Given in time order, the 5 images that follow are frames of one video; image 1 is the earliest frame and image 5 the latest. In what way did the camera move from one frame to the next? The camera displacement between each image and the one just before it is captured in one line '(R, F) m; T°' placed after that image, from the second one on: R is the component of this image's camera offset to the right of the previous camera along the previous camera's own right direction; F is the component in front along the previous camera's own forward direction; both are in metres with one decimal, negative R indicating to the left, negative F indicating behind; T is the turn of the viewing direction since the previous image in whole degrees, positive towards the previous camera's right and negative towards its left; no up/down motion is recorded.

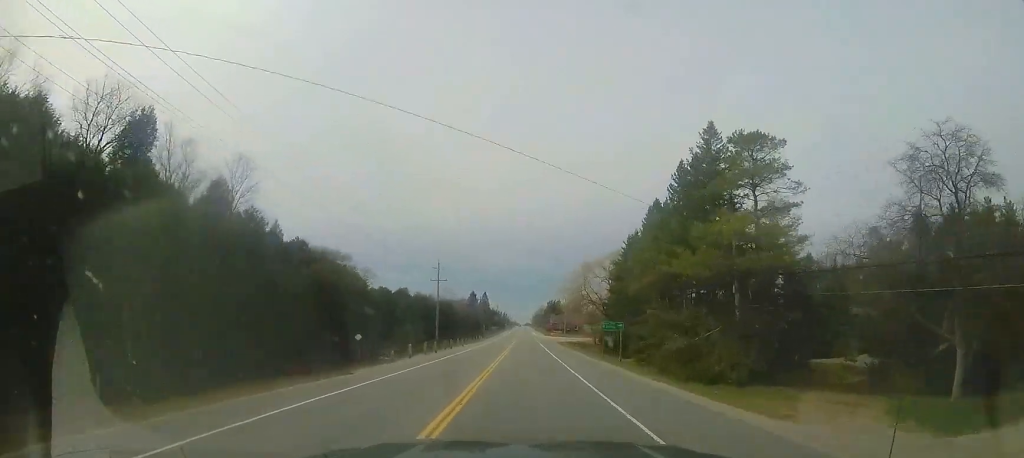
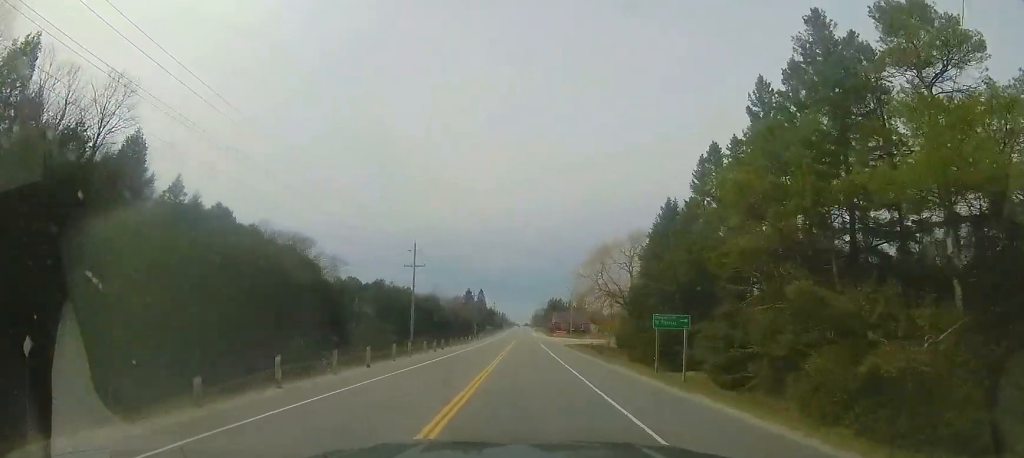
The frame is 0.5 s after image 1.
(0.0, +14.1) m; 0°
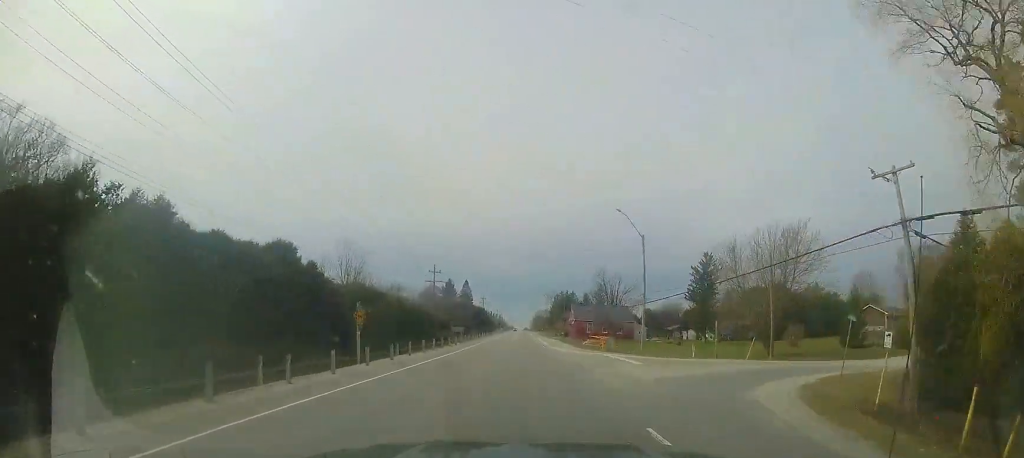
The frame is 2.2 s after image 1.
(0.0, +49.0) m; +1°
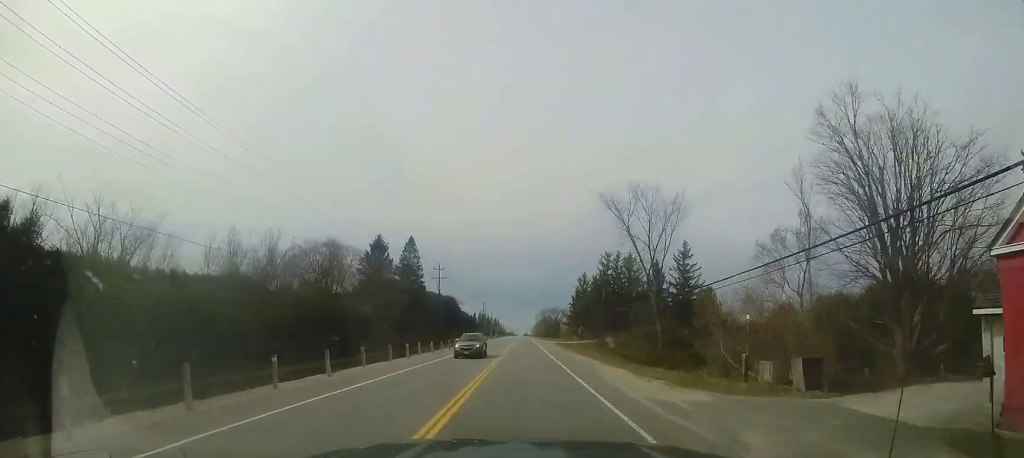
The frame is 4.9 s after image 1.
(-0.1, +74.7) m; 0°
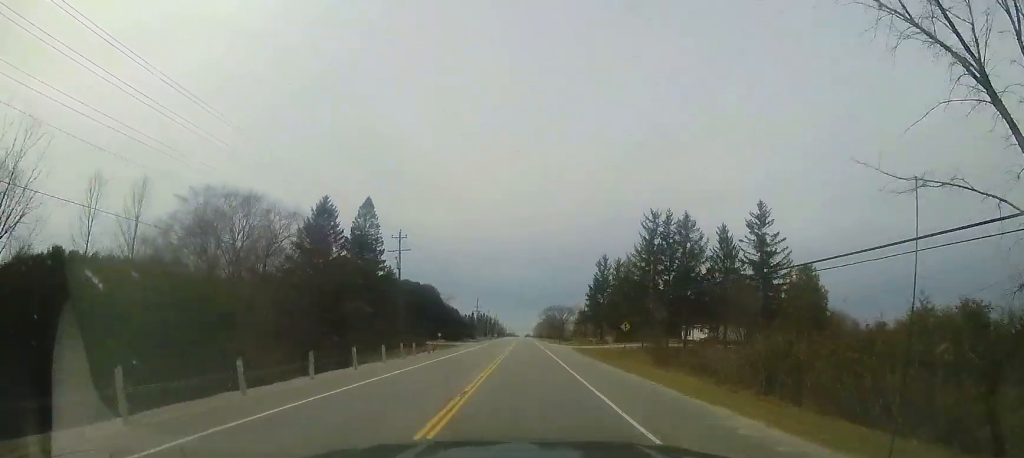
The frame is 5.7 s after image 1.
(+0.2, +22.6) m; 0°
